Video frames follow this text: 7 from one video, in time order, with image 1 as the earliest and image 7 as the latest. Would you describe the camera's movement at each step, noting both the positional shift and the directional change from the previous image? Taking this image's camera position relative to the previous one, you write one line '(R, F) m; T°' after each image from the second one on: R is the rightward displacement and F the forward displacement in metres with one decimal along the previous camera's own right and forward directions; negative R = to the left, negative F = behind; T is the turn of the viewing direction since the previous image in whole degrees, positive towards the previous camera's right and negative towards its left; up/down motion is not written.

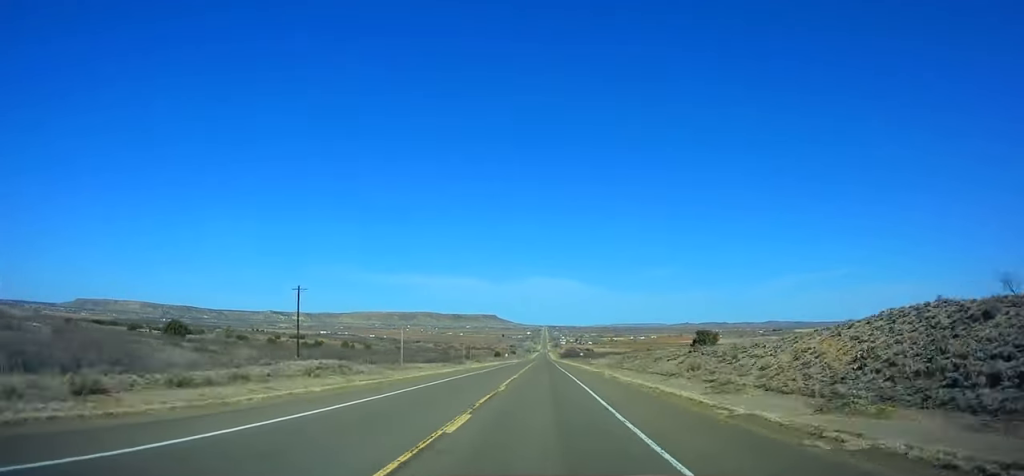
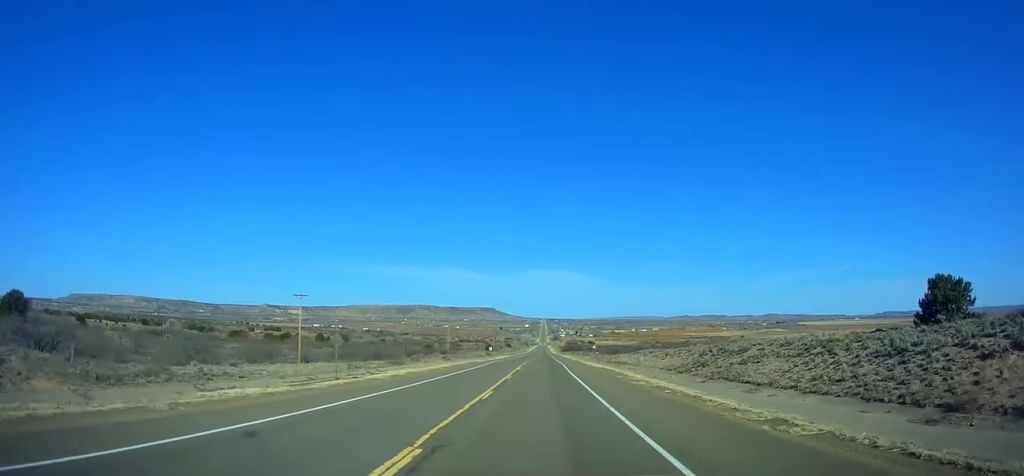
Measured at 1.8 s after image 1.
(0.0, +54.0) m; 0°
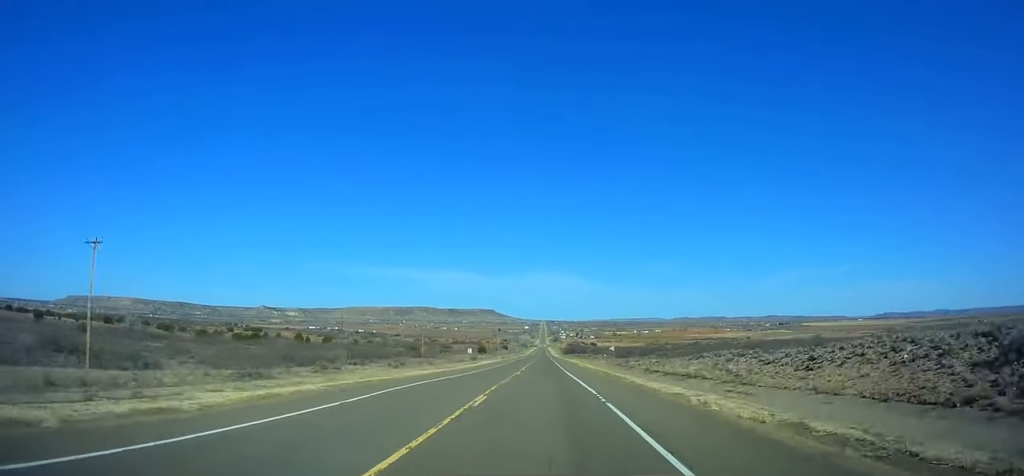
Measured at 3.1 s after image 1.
(0.0, +39.3) m; 0°
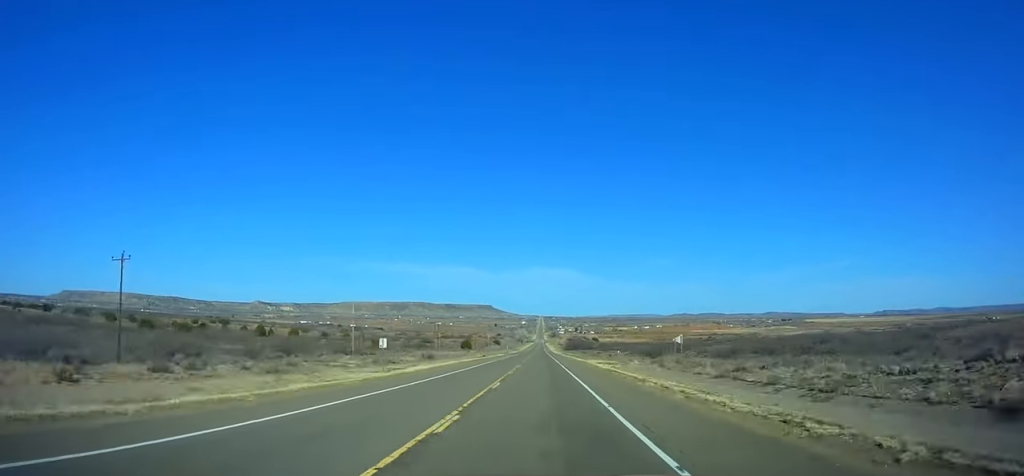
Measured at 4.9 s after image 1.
(0.0, +54.5) m; 0°
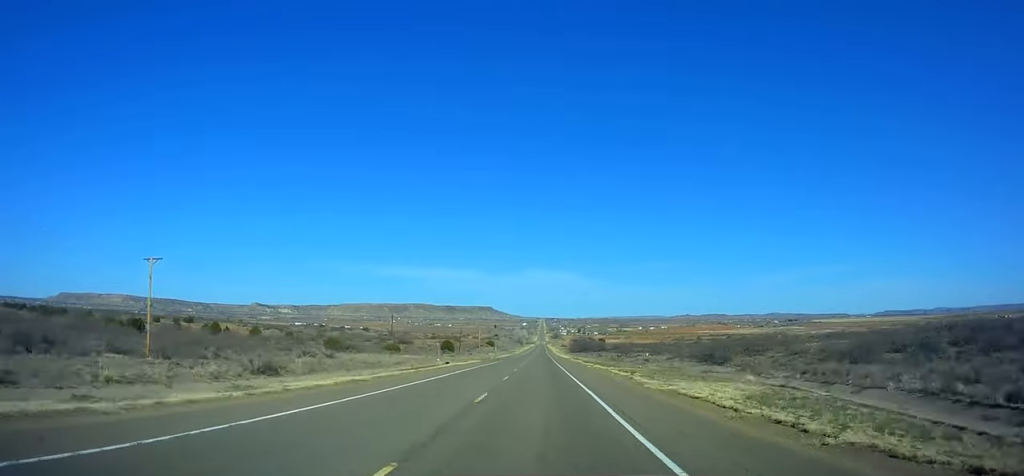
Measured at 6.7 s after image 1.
(0.0, +54.8) m; 0°
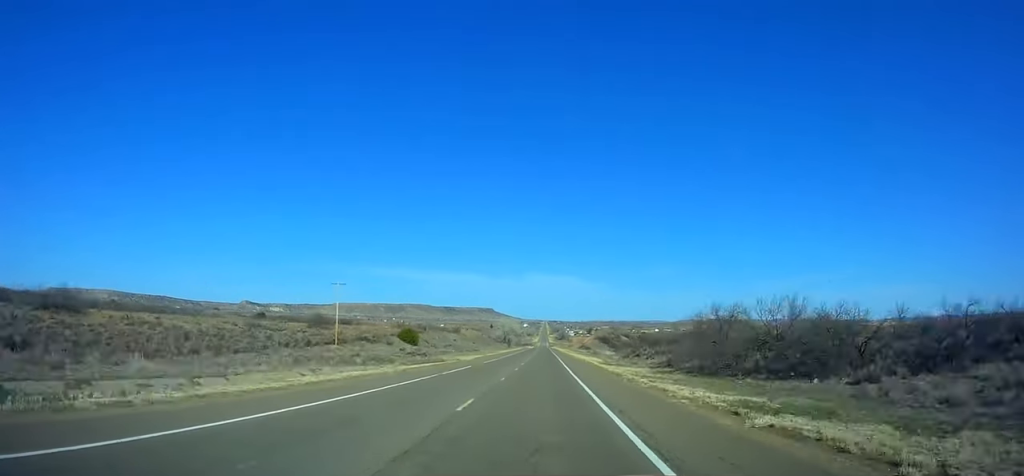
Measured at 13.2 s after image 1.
(+0.5, +199.9) m; 0°
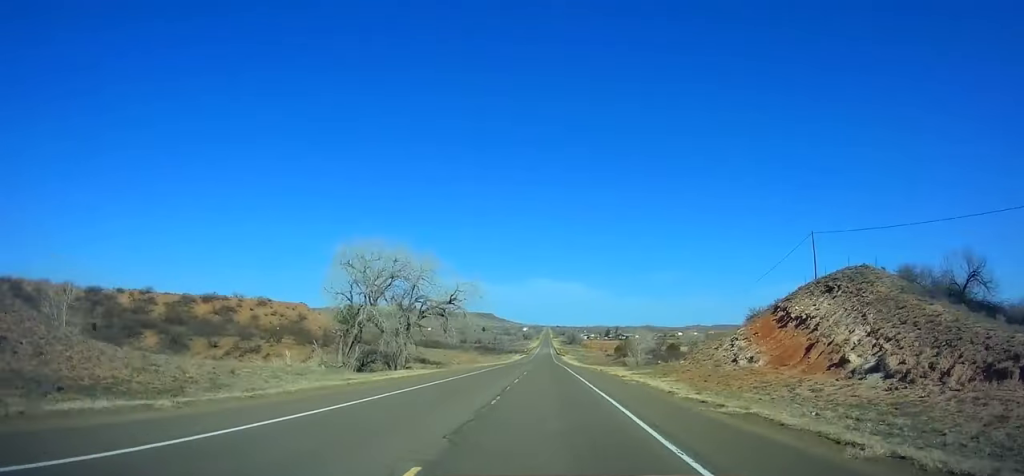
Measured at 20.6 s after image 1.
(-1.1, +231.0) m; 0°
